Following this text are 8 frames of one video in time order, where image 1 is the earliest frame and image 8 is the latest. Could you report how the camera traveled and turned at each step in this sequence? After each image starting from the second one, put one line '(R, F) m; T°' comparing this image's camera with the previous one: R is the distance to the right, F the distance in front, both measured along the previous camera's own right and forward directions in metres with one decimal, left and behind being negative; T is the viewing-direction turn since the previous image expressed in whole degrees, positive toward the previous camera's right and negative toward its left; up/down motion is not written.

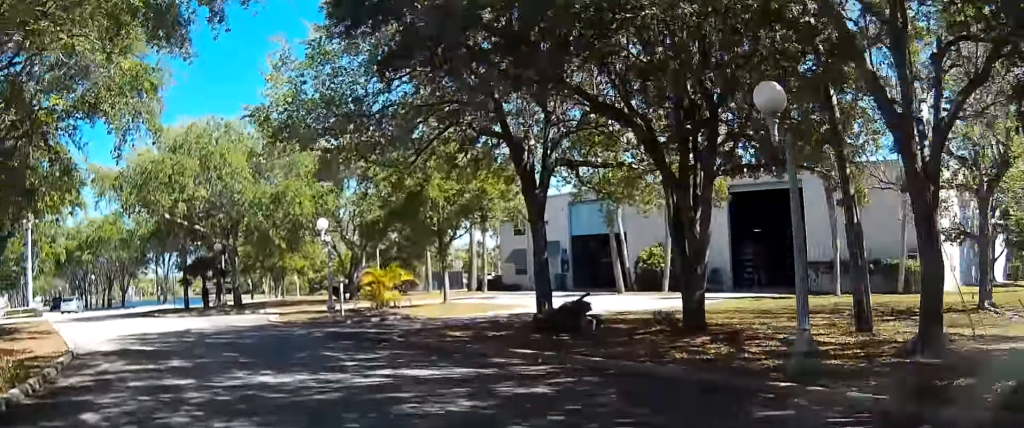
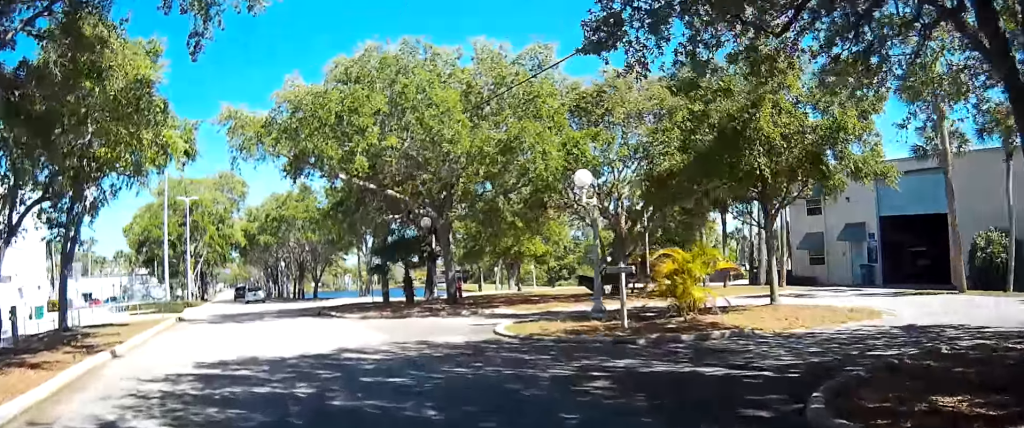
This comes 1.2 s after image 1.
(-1.5, +11.2) m; -15°
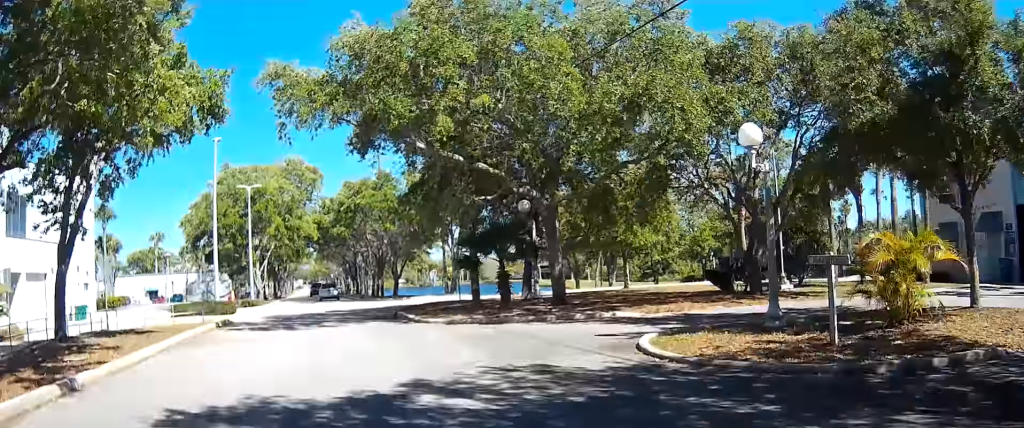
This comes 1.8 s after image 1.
(-0.5, +5.5) m; -6°
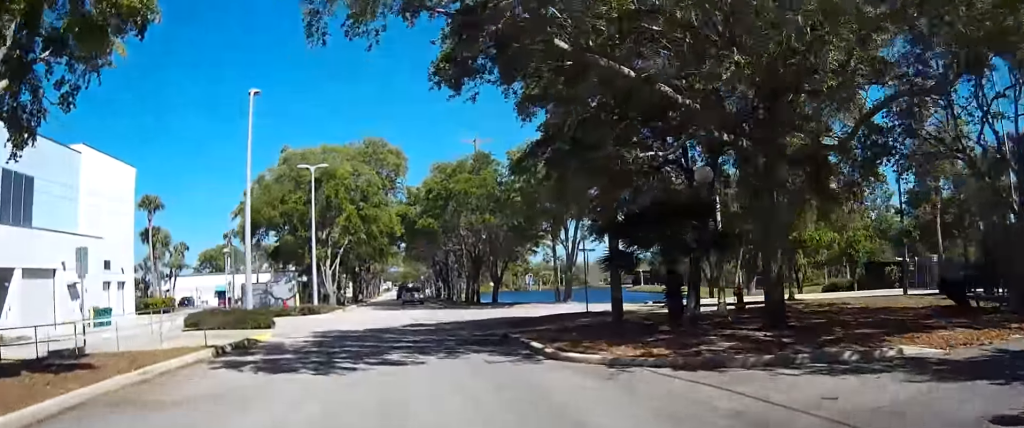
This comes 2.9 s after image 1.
(-0.9, +9.6) m; -9°
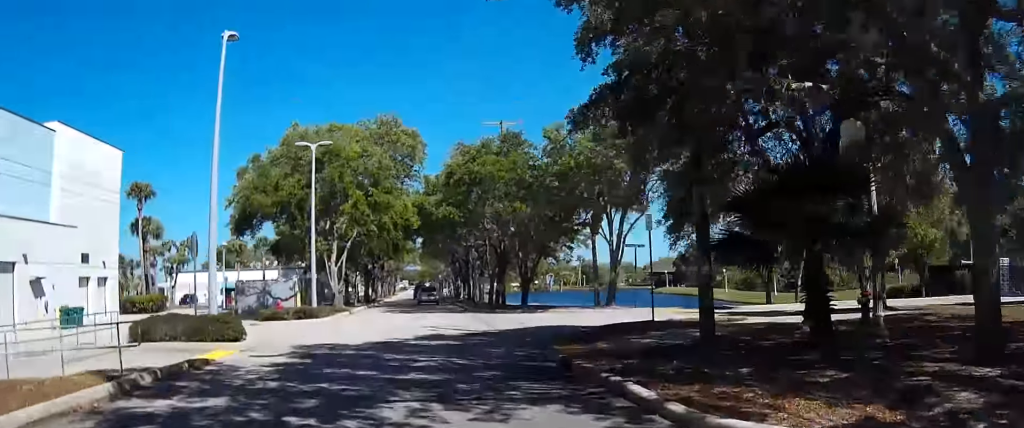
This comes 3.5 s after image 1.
(-0.2, +6.1) m; -3°
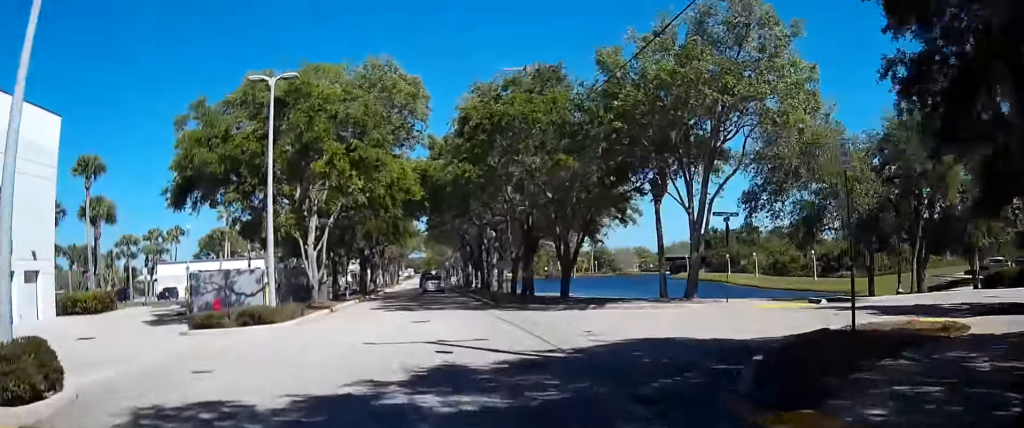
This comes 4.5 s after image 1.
(-0.2, +10.3) m; 0°
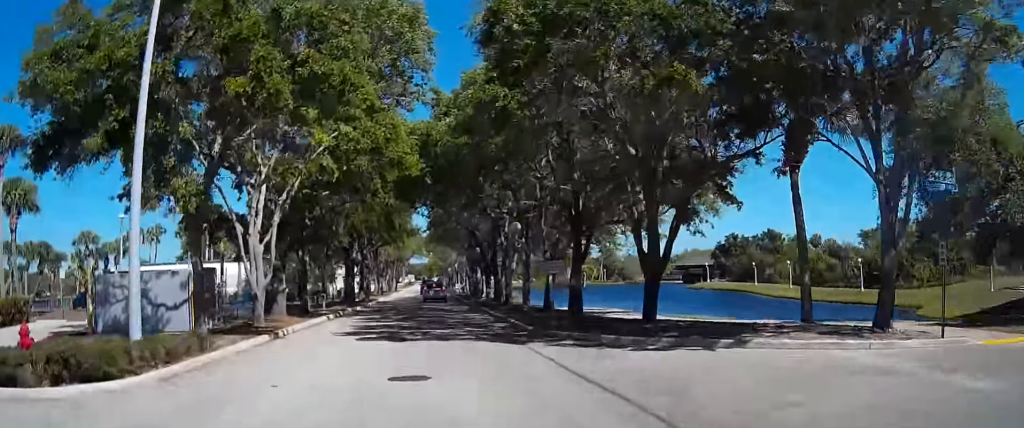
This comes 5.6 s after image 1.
(+0.1, +11.6) m; -1°
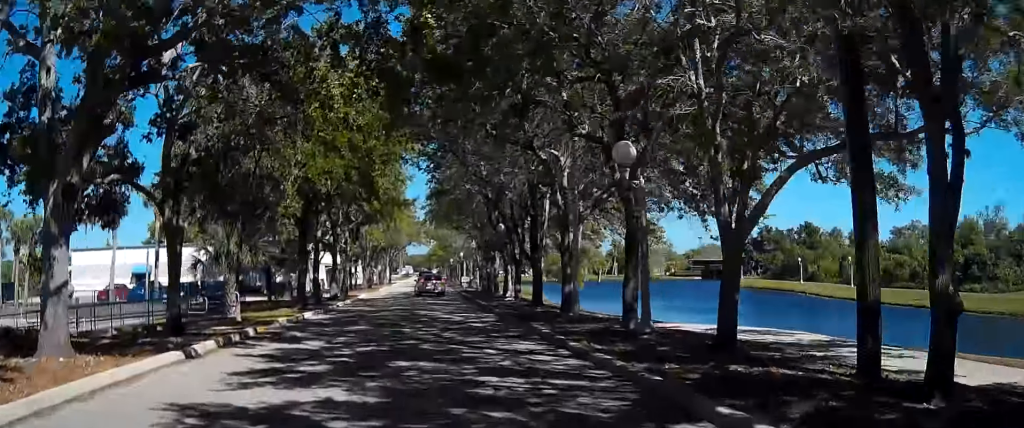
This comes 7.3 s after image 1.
(-0.5, +18.1) m; -1°
